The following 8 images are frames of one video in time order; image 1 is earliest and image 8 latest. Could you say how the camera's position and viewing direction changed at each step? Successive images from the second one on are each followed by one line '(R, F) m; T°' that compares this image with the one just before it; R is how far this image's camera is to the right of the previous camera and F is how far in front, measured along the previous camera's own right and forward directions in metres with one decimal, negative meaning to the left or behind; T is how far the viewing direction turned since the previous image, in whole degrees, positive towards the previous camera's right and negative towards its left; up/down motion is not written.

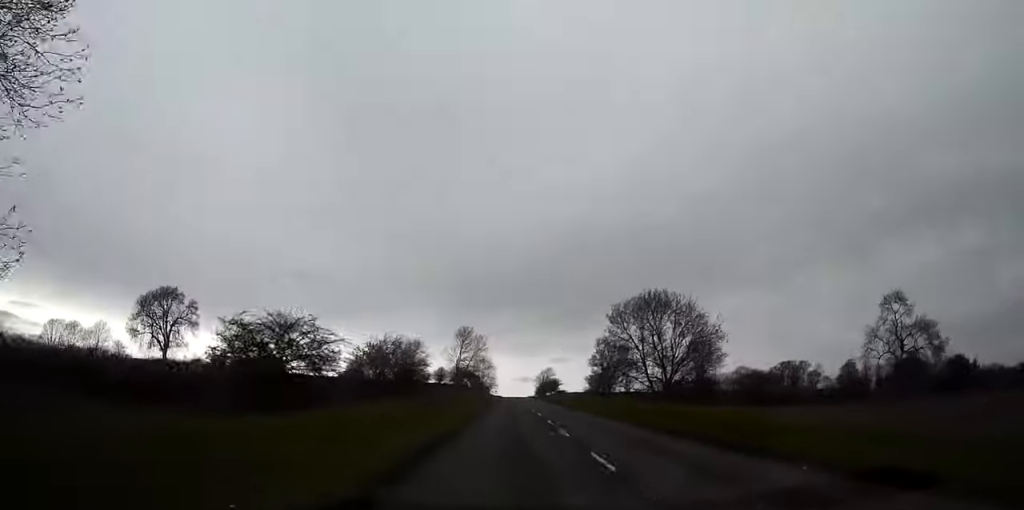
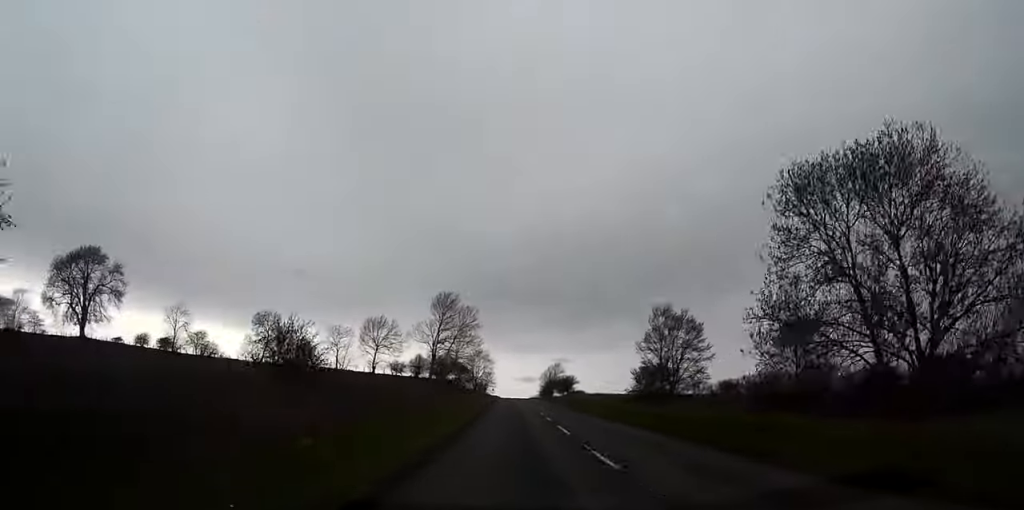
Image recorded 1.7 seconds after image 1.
(+0.1, +44.4) m; +1°
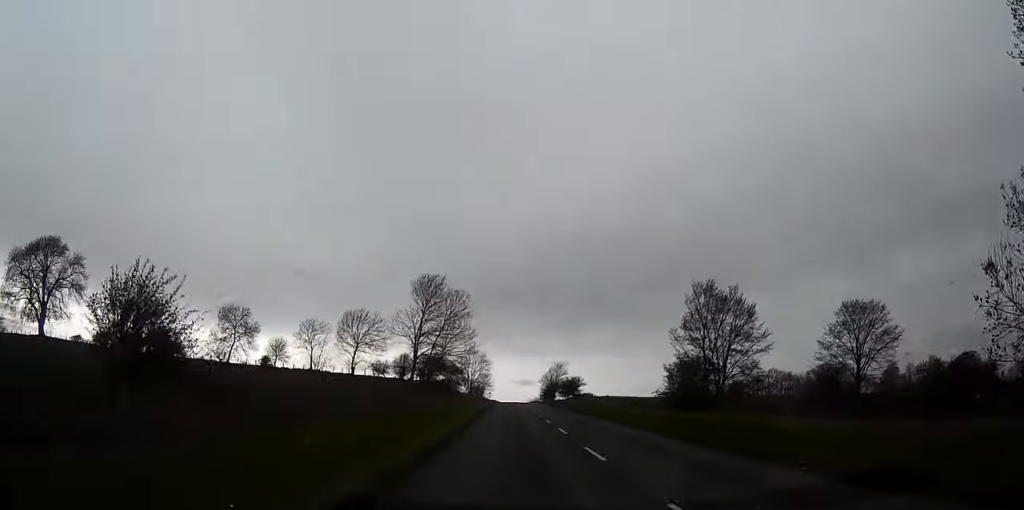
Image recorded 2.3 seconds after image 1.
(+0.1, +16.4) m; 0°
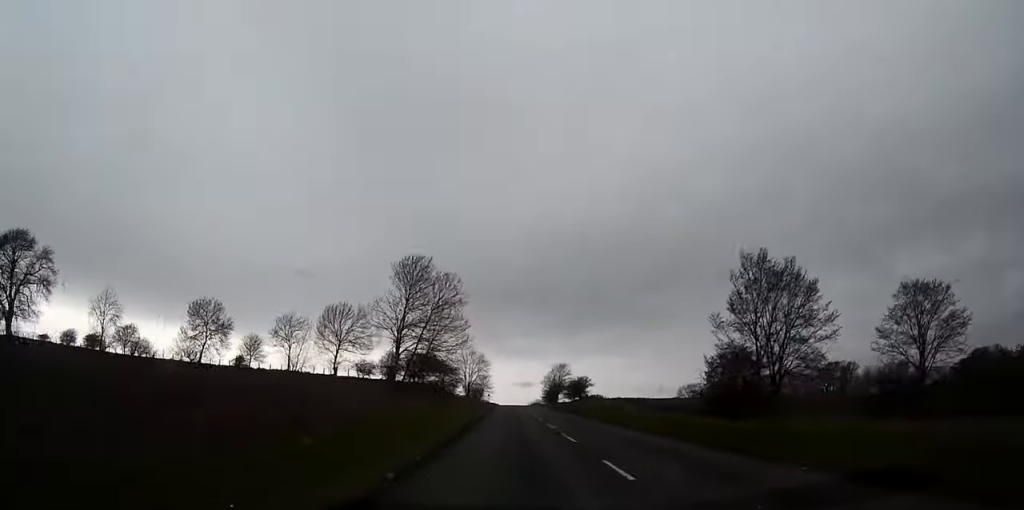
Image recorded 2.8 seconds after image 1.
(0.0, +12.0) m; 0°
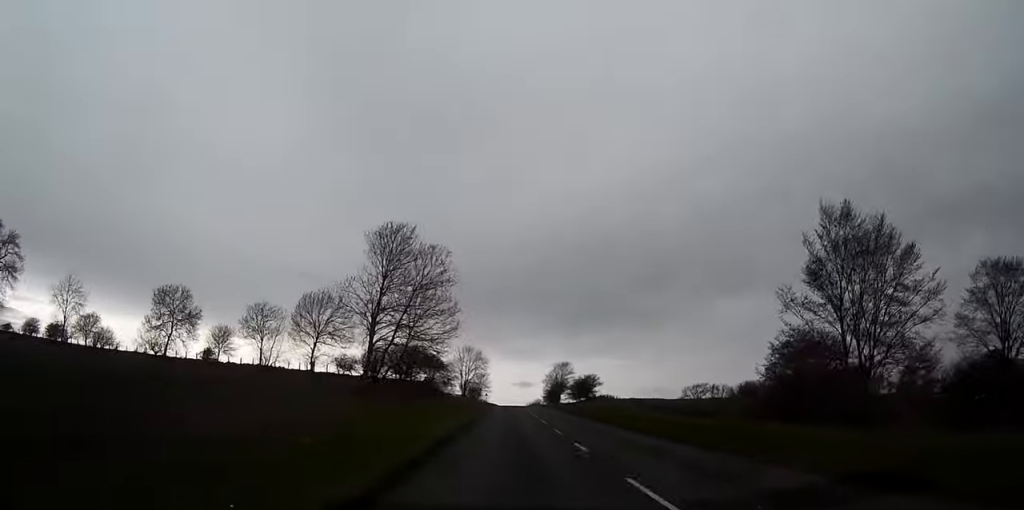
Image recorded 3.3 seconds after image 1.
(0.0, +12.0) m; 0°
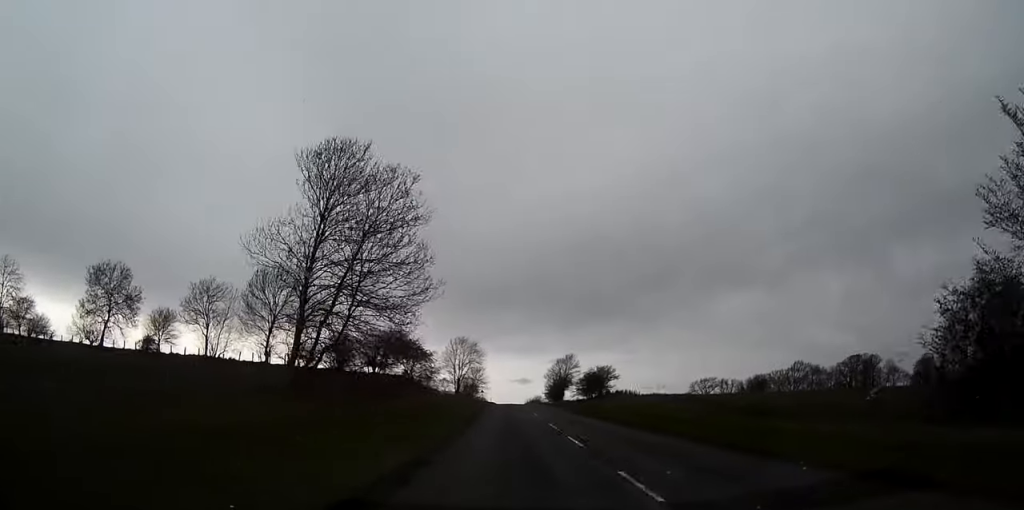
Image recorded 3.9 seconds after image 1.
(0.0, +17.2) m; 0°
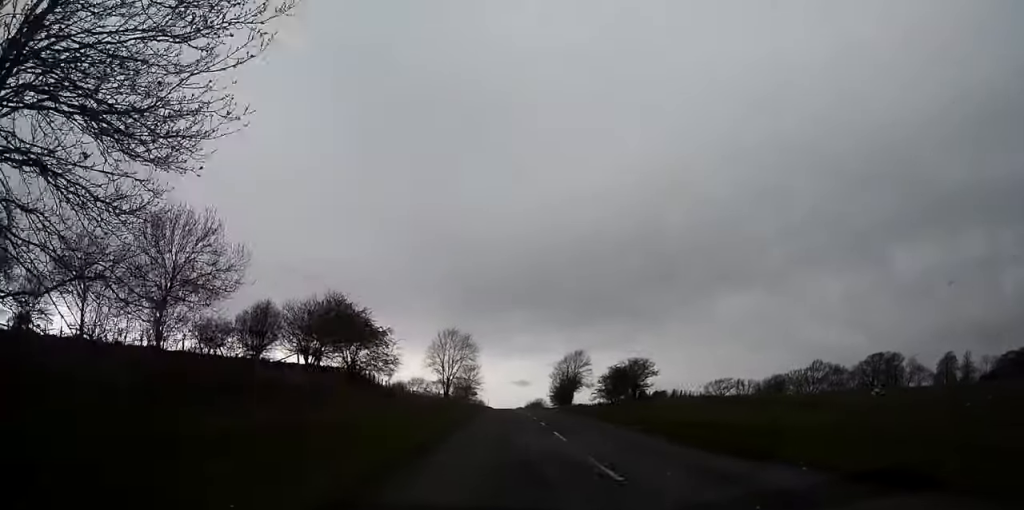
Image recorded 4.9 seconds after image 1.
(0.0, +24.9) m; 0°
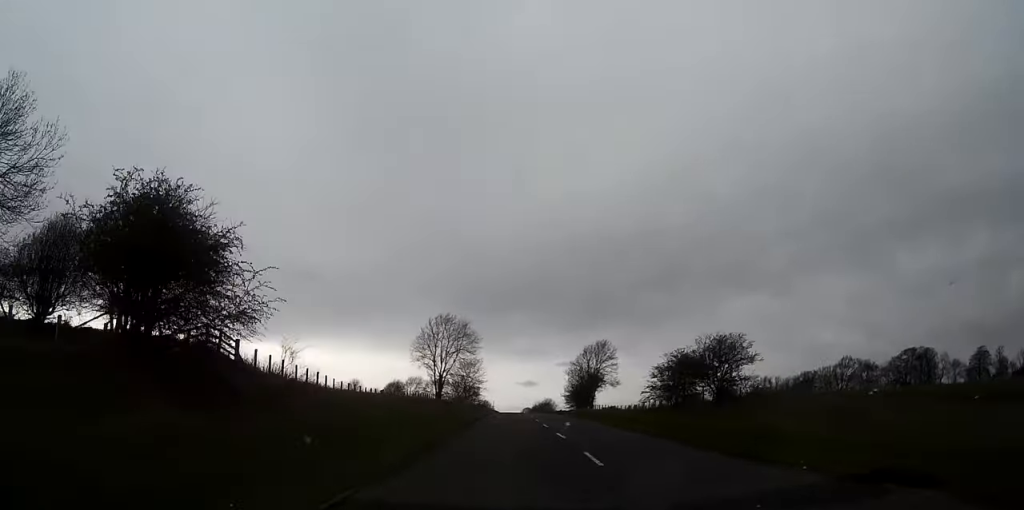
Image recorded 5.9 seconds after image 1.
(+0.1, +25.7) m; 0°
